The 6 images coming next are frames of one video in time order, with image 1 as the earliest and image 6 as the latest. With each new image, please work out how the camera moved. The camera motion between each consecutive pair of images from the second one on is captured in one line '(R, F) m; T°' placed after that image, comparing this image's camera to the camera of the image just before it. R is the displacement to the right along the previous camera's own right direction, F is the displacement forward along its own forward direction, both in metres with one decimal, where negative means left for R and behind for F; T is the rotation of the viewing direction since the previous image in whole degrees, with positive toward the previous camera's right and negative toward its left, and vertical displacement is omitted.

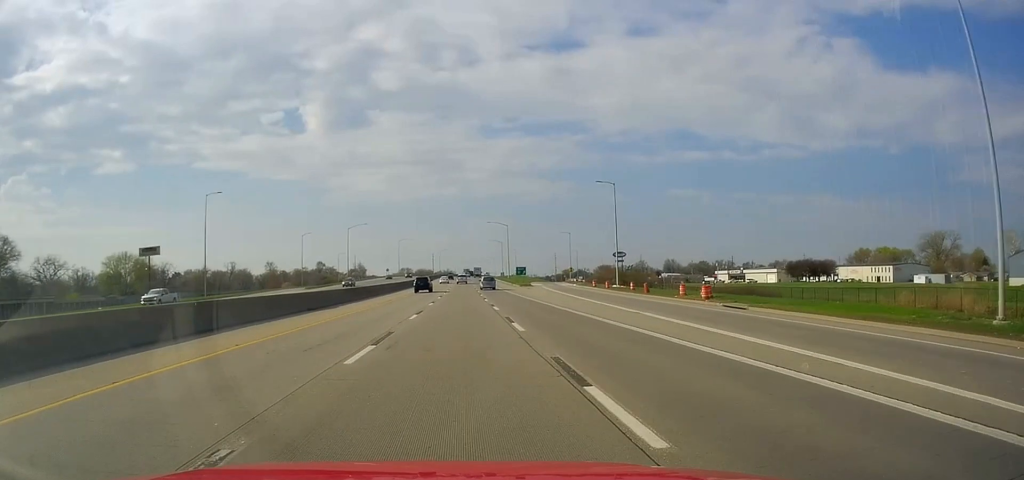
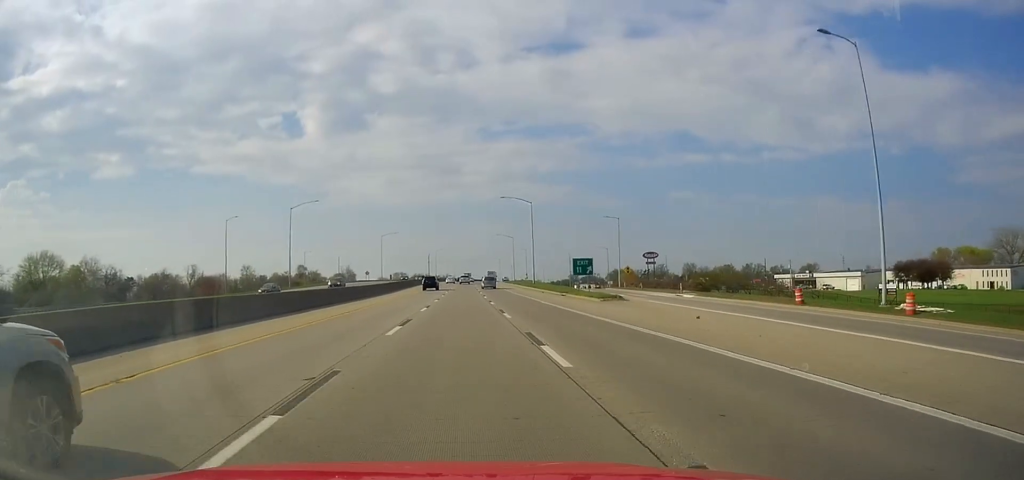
(-0.9, +56.7) m; -1°
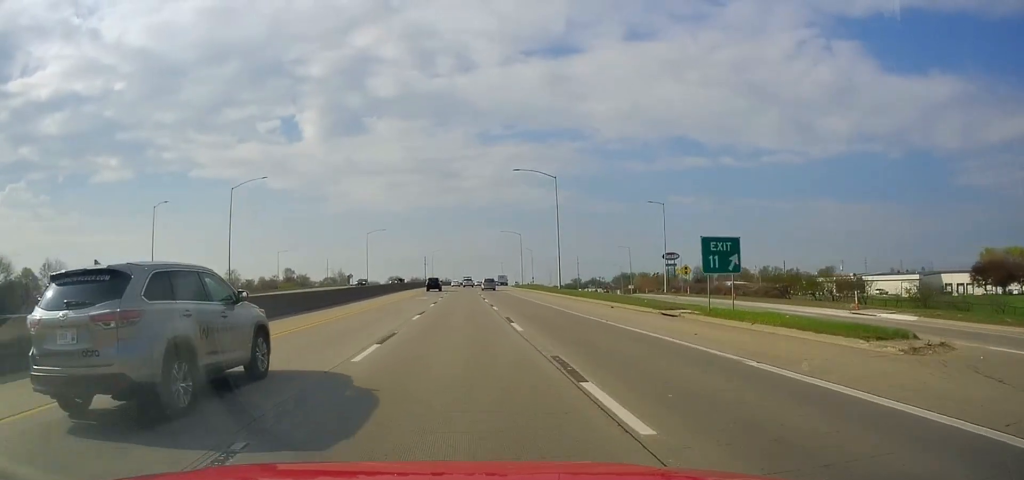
(+0.3, +29.8) m; +1°
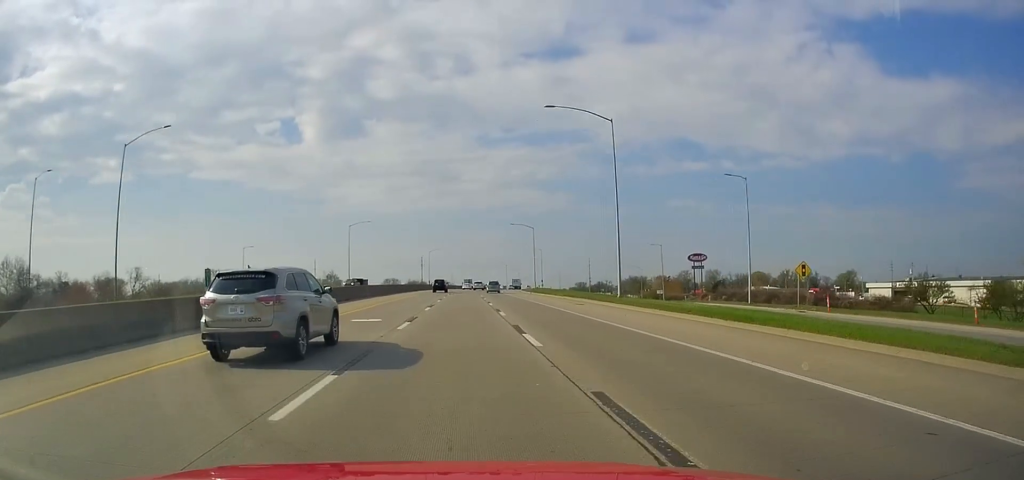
(+0.1, +29.5) m; 0°
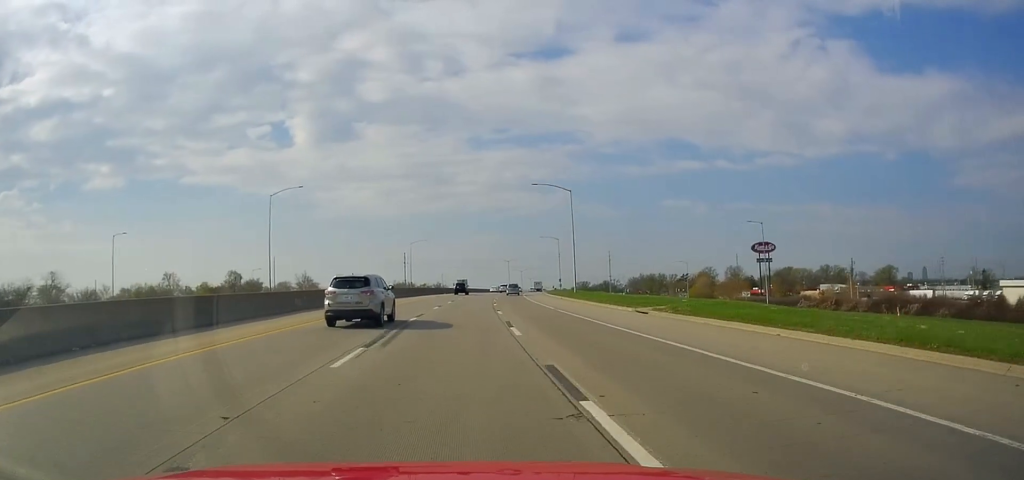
(-0.8, +58.1) m; 0°
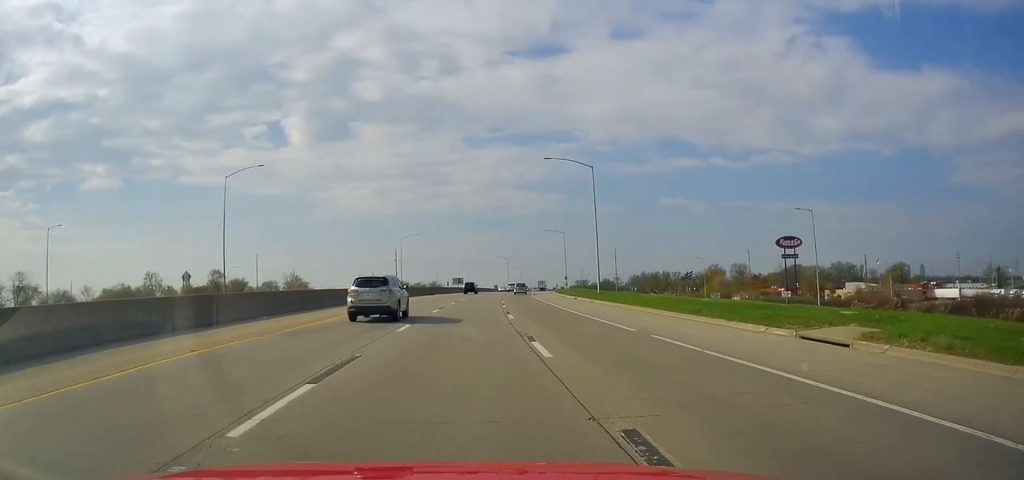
(+0.6, +16.7) m; 0°
